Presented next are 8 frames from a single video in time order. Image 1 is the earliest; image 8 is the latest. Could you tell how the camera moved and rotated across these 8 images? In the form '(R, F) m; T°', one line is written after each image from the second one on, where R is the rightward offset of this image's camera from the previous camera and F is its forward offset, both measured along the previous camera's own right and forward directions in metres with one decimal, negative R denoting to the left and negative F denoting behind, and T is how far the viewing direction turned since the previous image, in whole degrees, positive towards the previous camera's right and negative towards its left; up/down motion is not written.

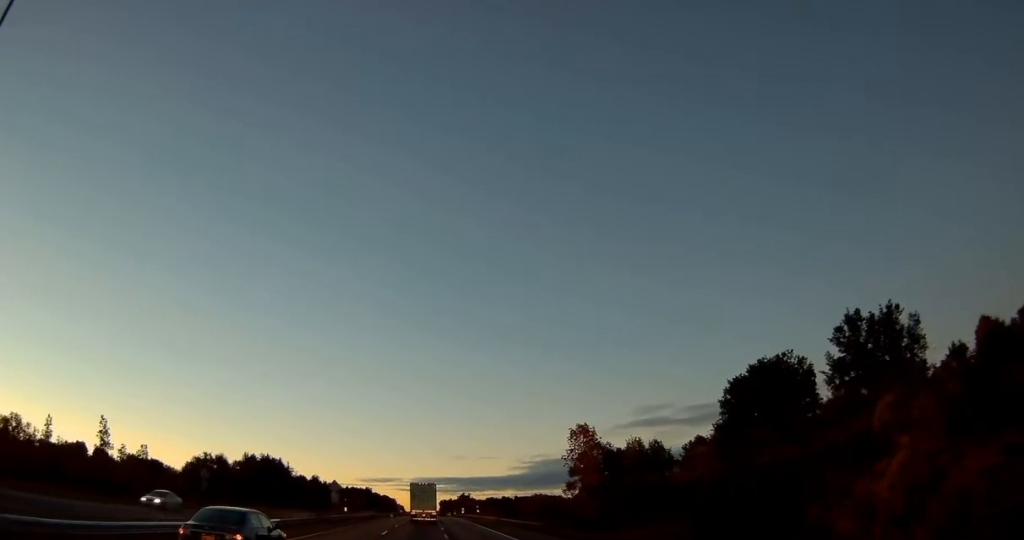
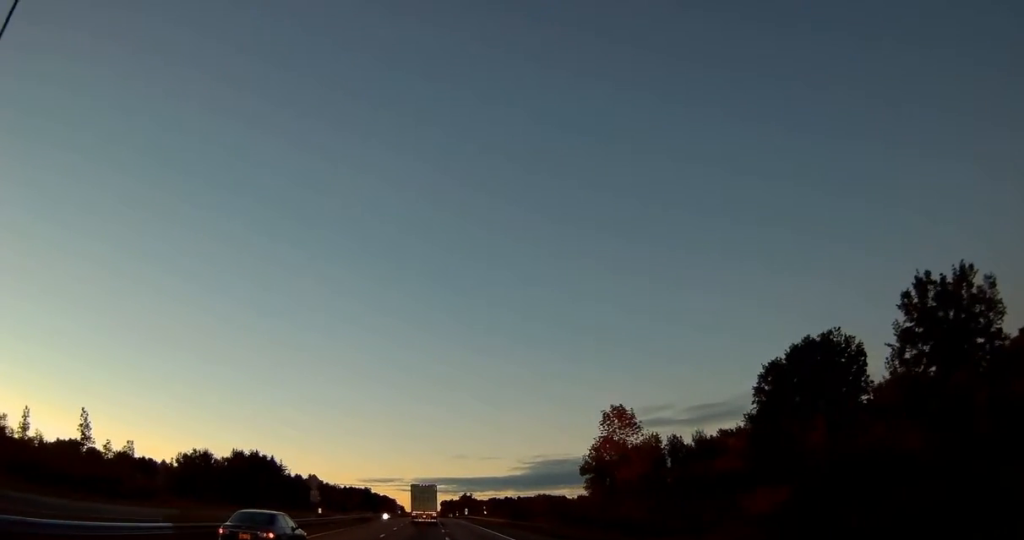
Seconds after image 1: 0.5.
(0.0, +12.9) m; 0°
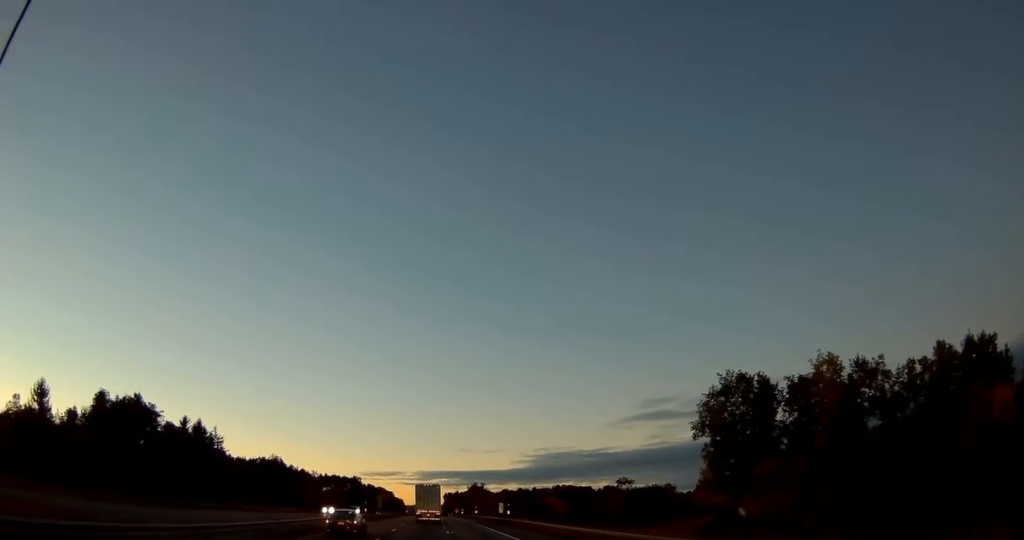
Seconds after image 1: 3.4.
(-0.9, +79.2) m; 0°
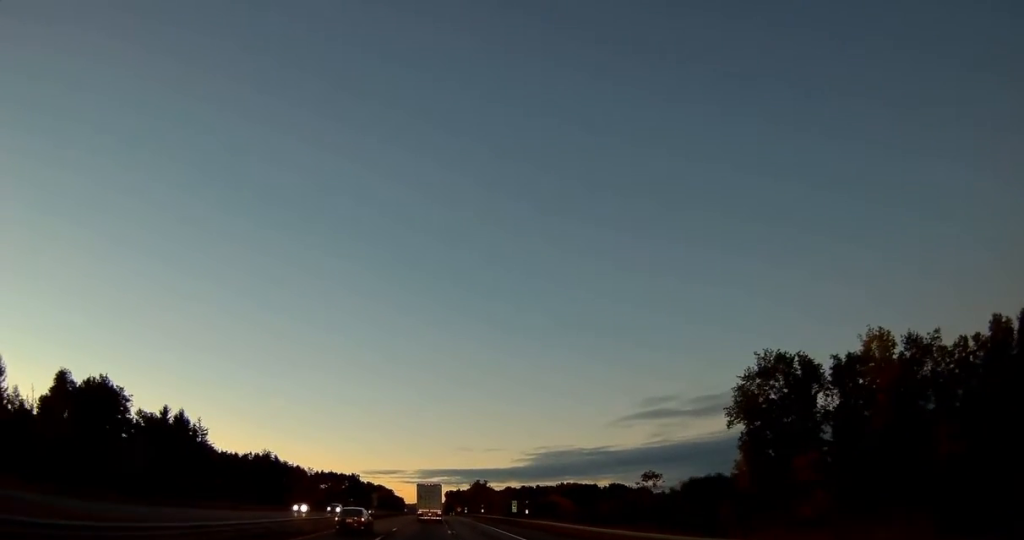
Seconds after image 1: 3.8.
(+0.1, +12.1) m; 0°
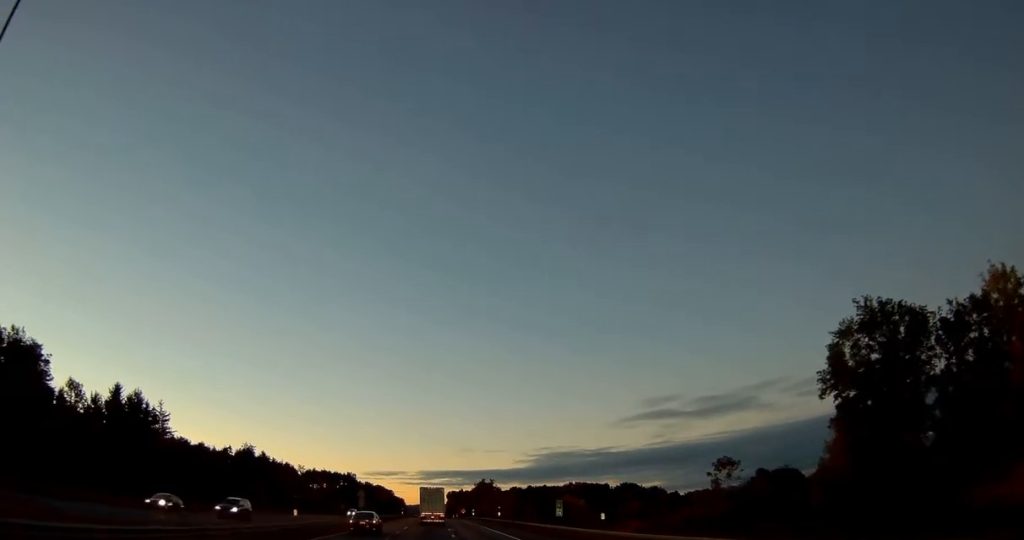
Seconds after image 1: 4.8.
(+0.1, +25.4) m; 0°
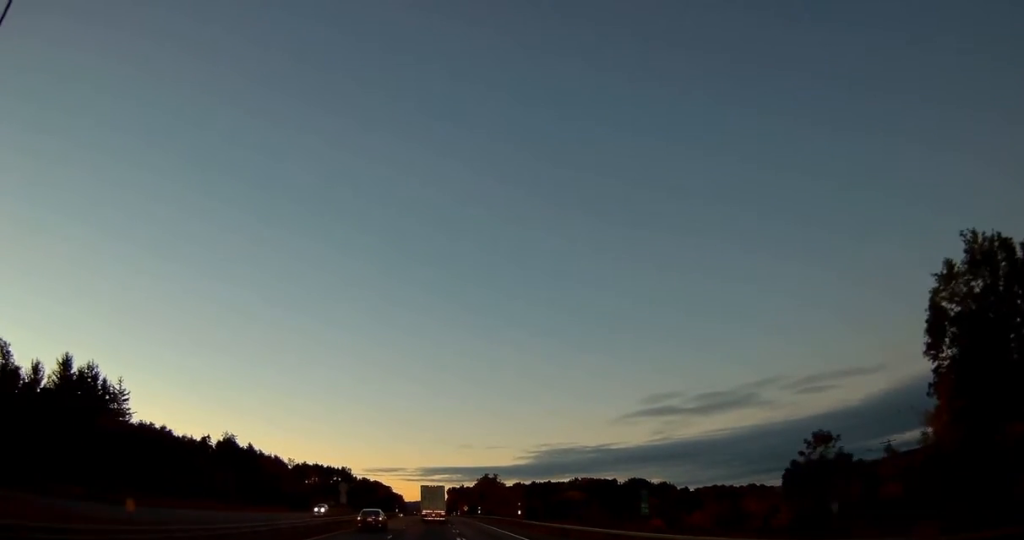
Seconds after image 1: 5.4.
(0.0, +18.9) m; 0°
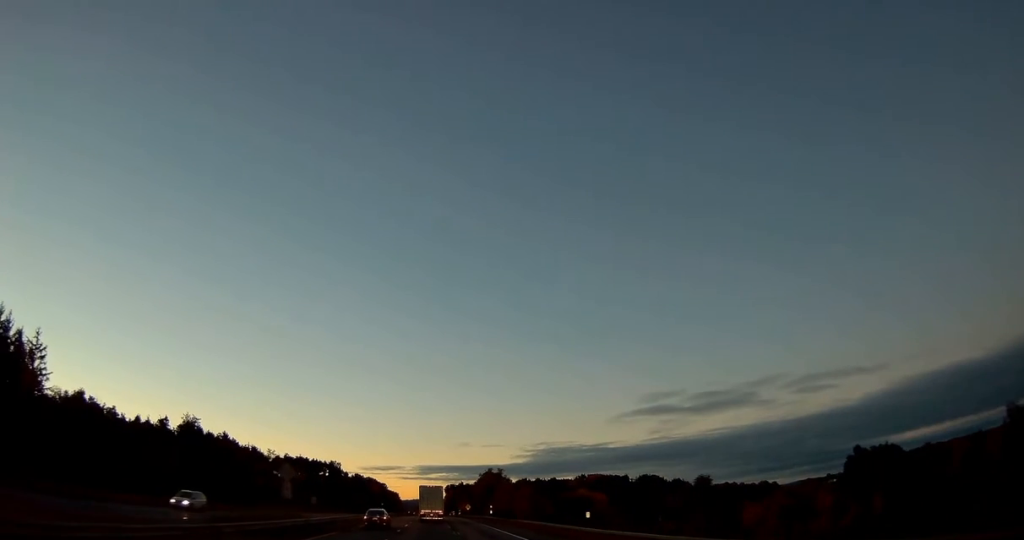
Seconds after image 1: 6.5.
(0.0, +29.2) m; 0°
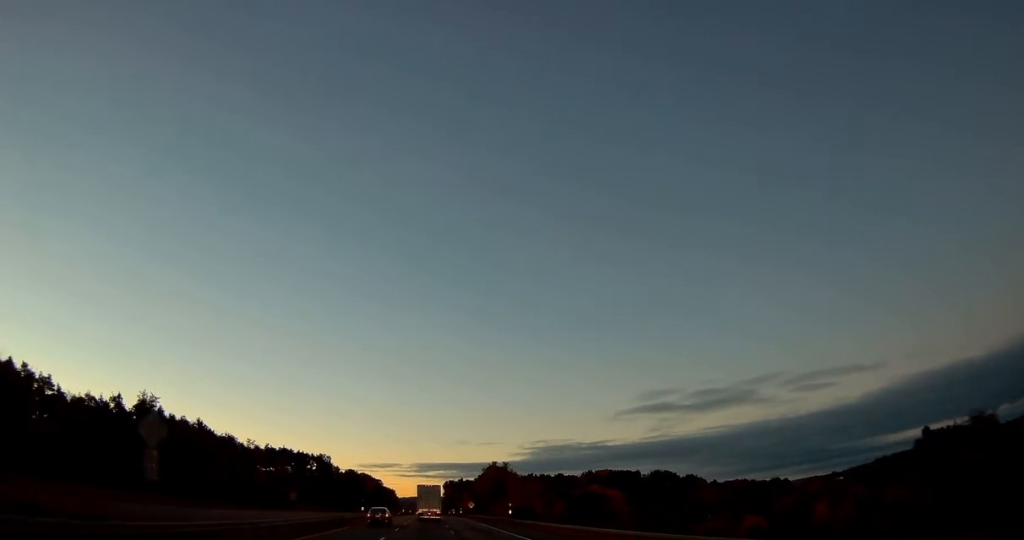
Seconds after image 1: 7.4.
(0.0, +24.8) m; 0°
